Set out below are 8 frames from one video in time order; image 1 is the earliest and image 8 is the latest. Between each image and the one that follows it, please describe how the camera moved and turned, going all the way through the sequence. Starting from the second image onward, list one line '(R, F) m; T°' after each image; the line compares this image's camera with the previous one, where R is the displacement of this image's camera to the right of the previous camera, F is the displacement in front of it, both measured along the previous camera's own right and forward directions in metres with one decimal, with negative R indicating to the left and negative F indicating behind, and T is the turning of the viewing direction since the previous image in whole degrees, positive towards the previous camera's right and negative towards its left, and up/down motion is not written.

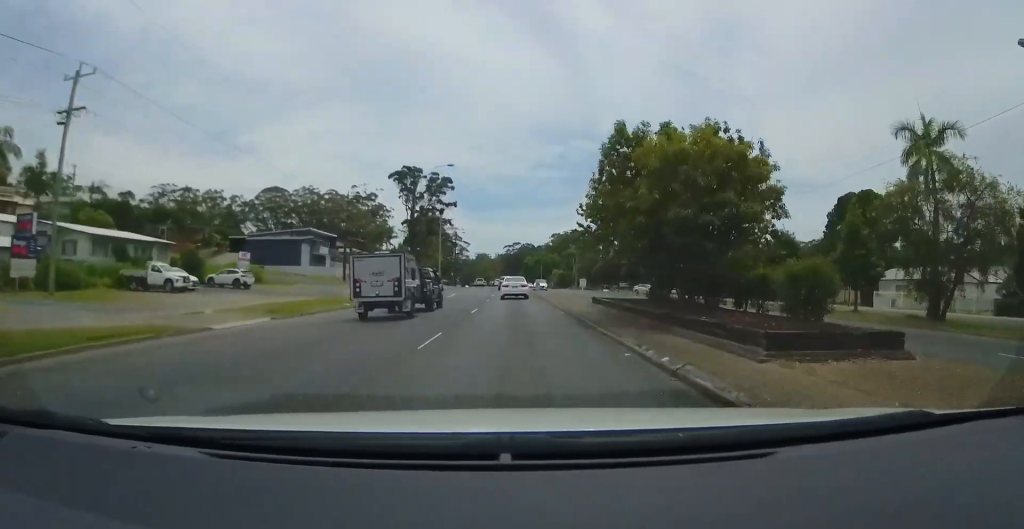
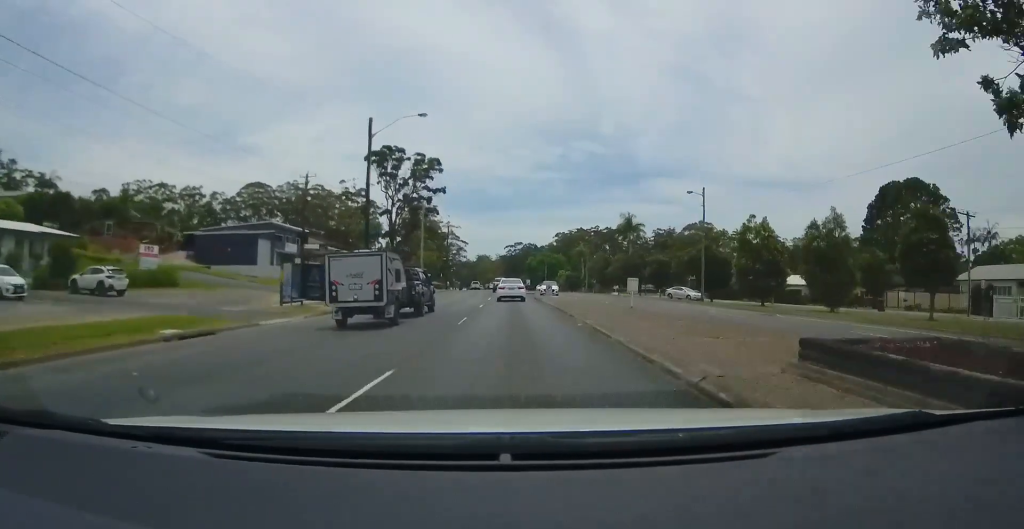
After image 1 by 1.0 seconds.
(-0.3, +17.6) m; -2°
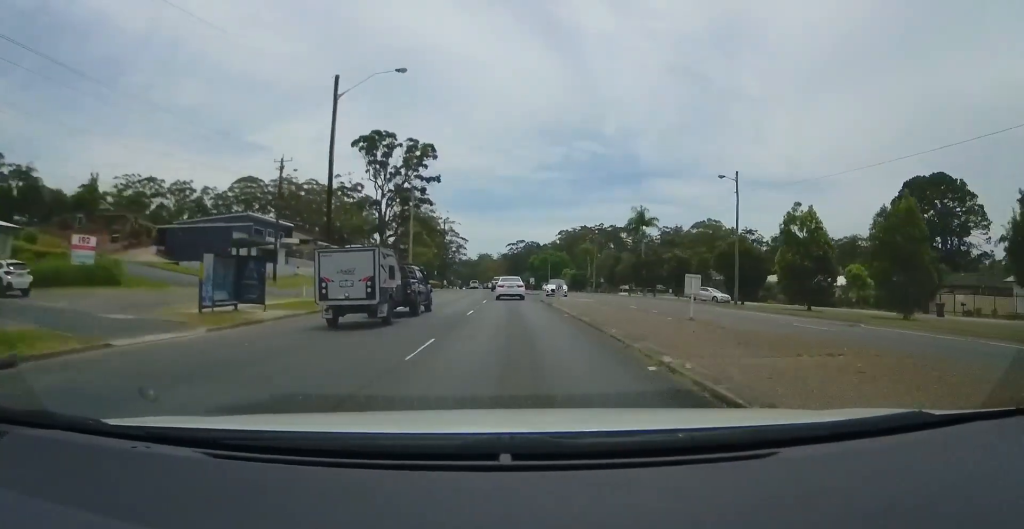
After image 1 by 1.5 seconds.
(0.0, +8.4) m; -1°
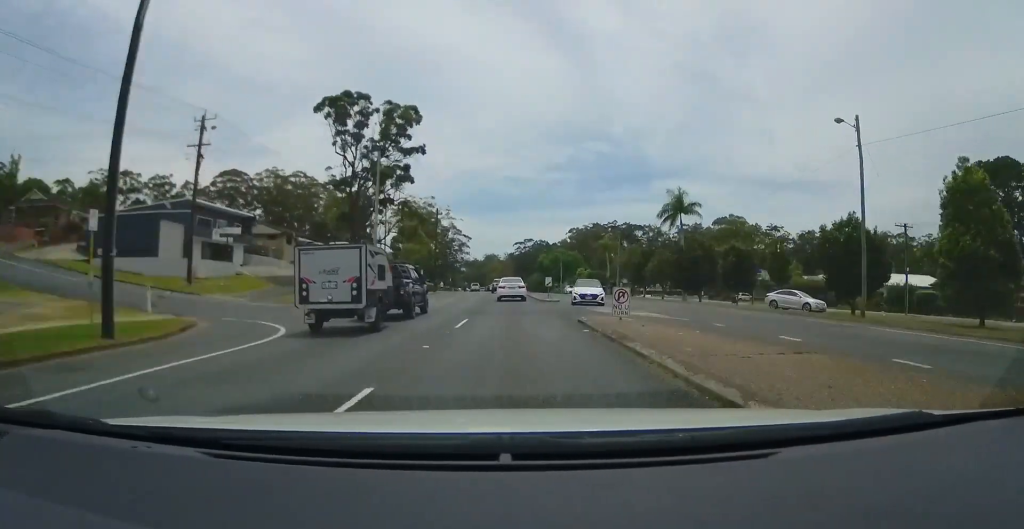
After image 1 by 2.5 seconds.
(-0.3, +17.6) m; 0°
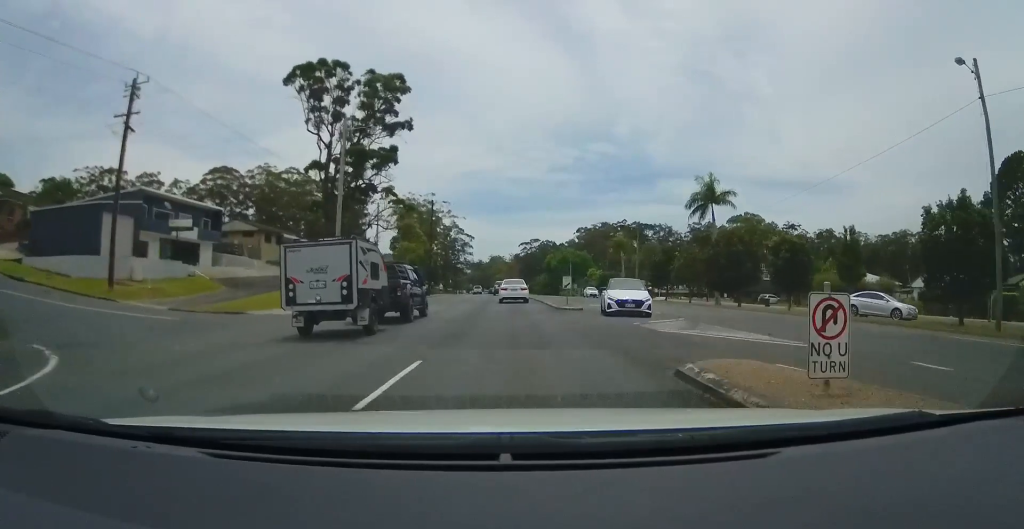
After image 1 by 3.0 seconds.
(+0.2, +9.9) m; +1°
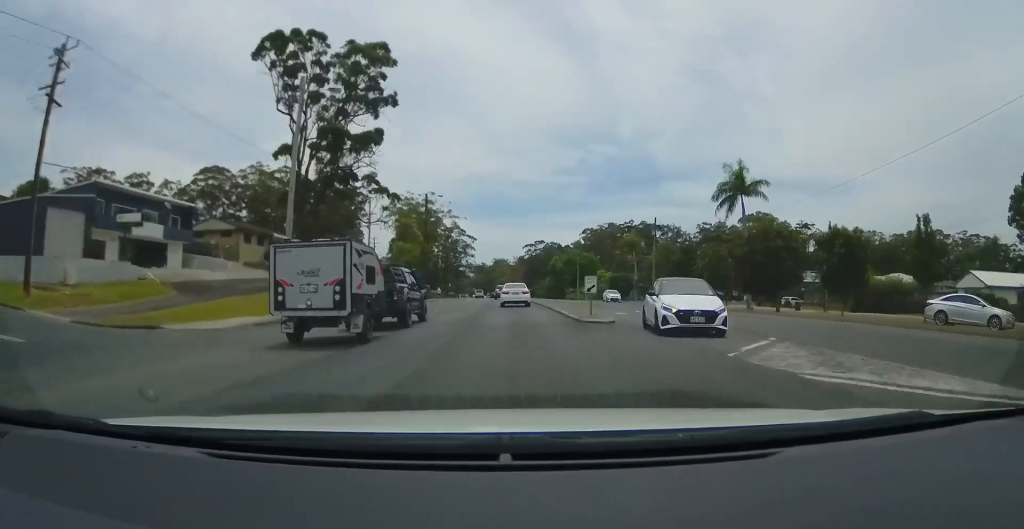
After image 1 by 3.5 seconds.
(0.0, +7.8) m; +1°
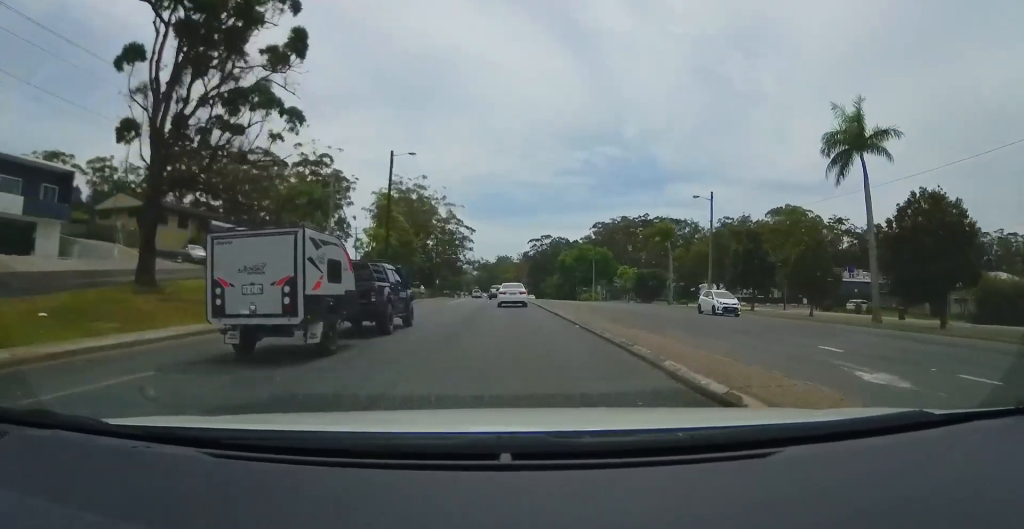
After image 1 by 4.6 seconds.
(+0.2, +20.2) m; +1°
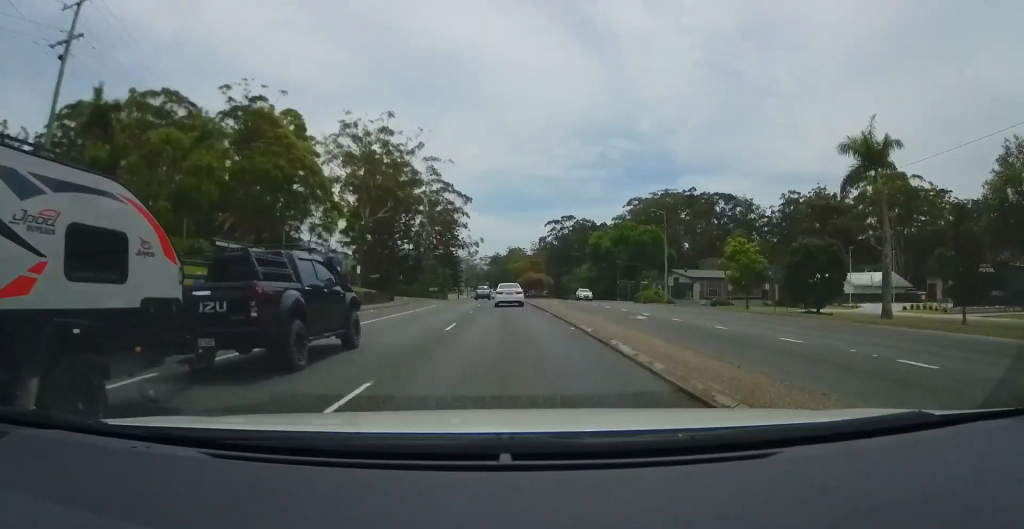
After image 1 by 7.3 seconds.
(-1.7, +44.6) m; -4°
